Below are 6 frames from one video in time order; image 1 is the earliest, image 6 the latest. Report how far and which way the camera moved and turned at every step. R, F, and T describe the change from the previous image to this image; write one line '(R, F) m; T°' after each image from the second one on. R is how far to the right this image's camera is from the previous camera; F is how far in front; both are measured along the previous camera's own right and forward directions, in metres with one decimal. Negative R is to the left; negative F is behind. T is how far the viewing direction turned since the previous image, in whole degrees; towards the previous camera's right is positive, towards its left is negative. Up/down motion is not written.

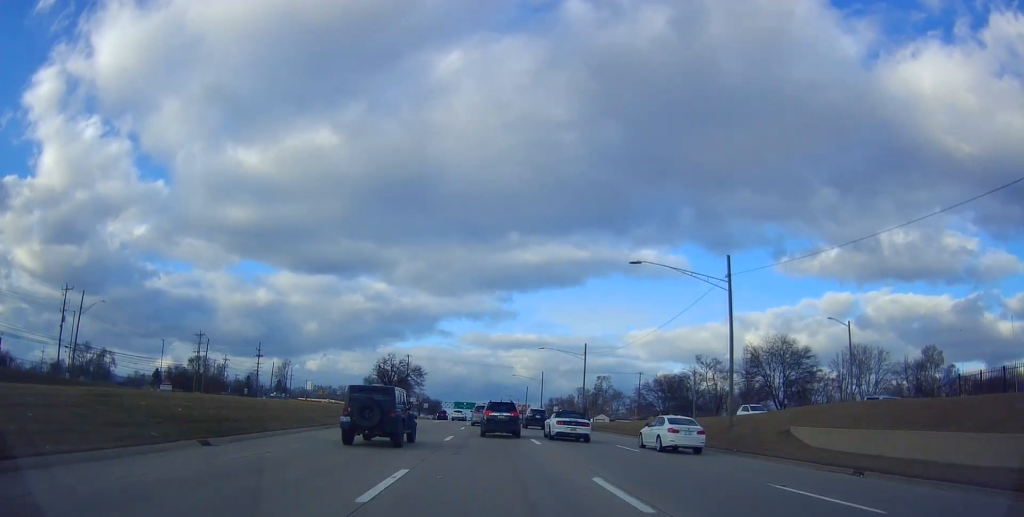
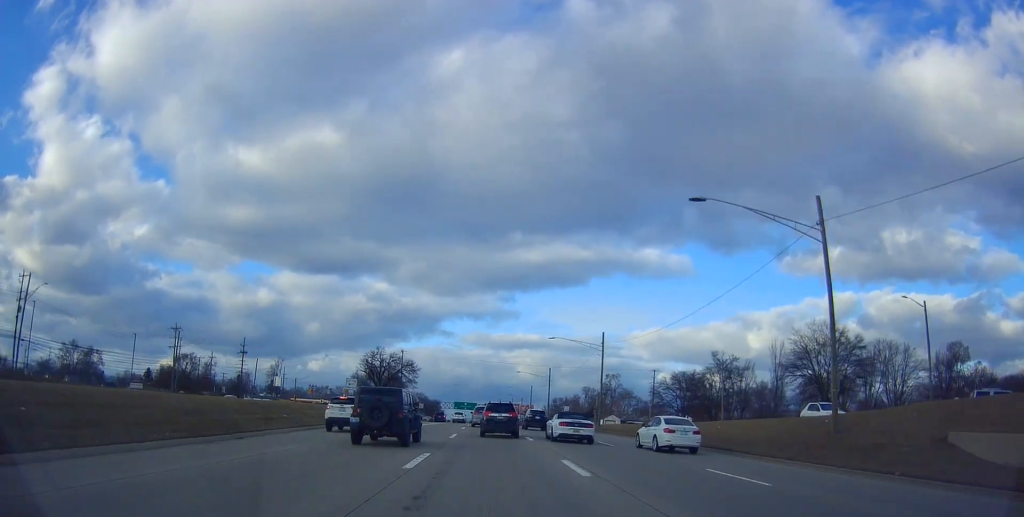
(-0.2, +11.4) m; 0°
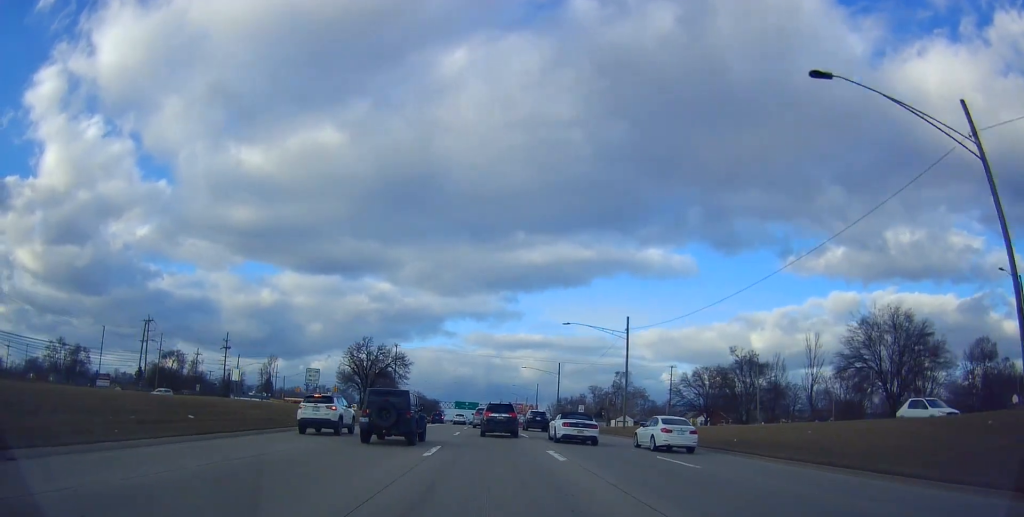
(-0.1, +11.4) m; -1°
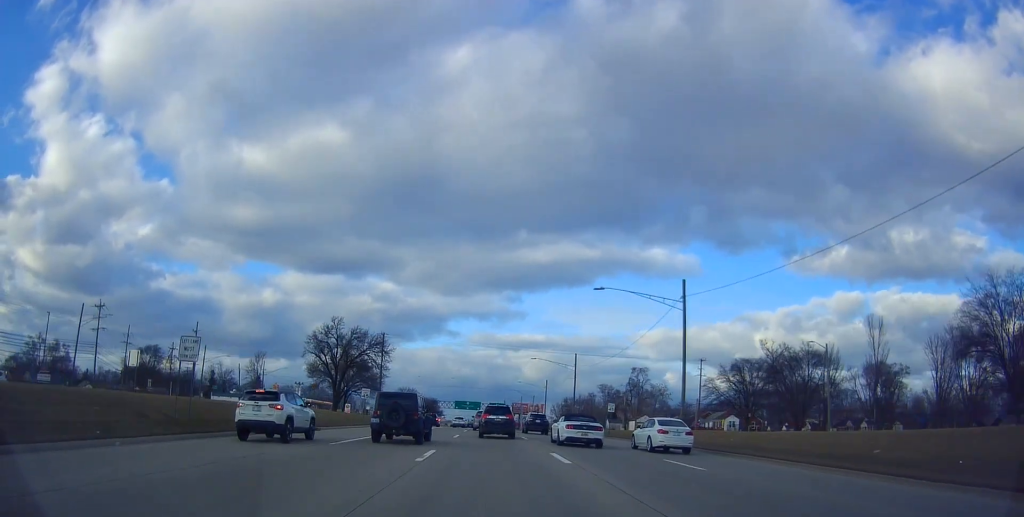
(0.0, +16.3) m; +1°
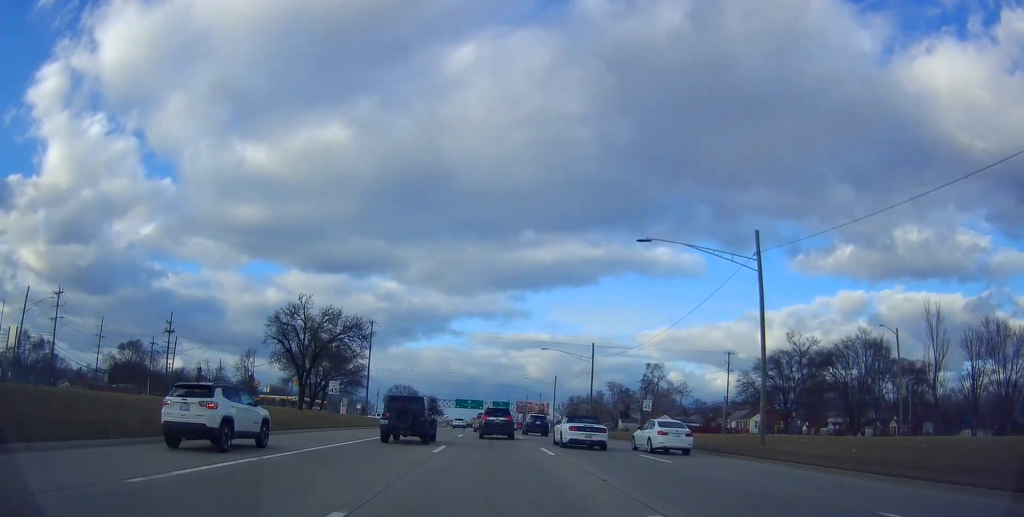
(0.0, +11.7) m; 0°
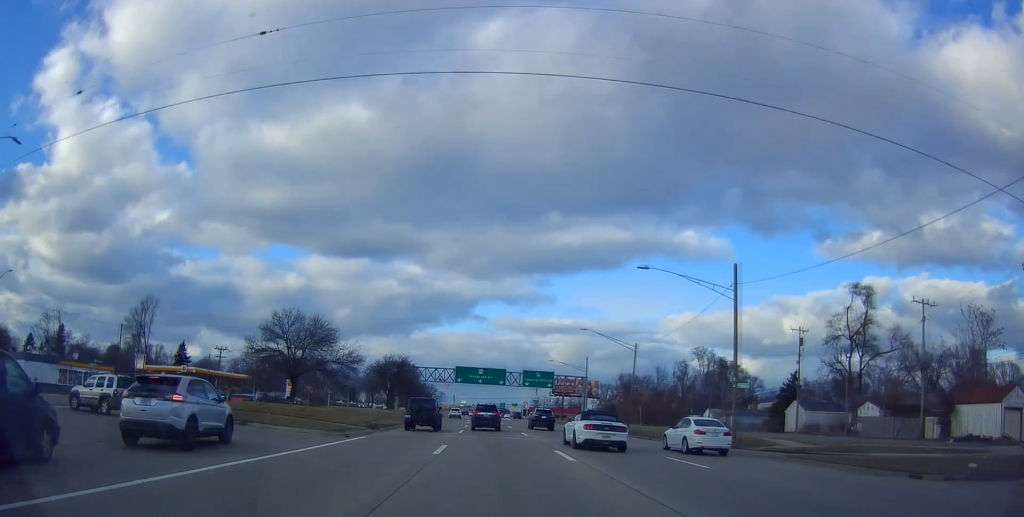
(-1.5, +79.3) m; -2°
